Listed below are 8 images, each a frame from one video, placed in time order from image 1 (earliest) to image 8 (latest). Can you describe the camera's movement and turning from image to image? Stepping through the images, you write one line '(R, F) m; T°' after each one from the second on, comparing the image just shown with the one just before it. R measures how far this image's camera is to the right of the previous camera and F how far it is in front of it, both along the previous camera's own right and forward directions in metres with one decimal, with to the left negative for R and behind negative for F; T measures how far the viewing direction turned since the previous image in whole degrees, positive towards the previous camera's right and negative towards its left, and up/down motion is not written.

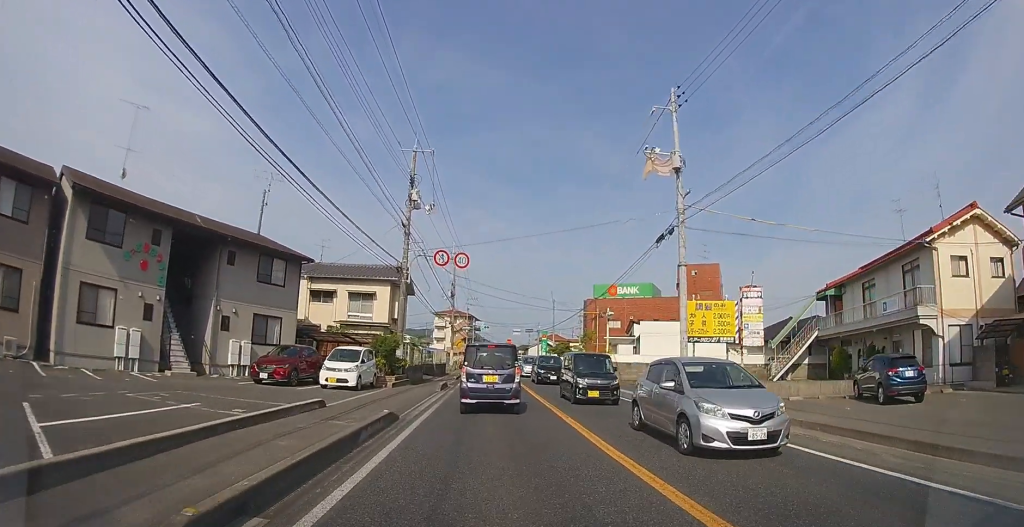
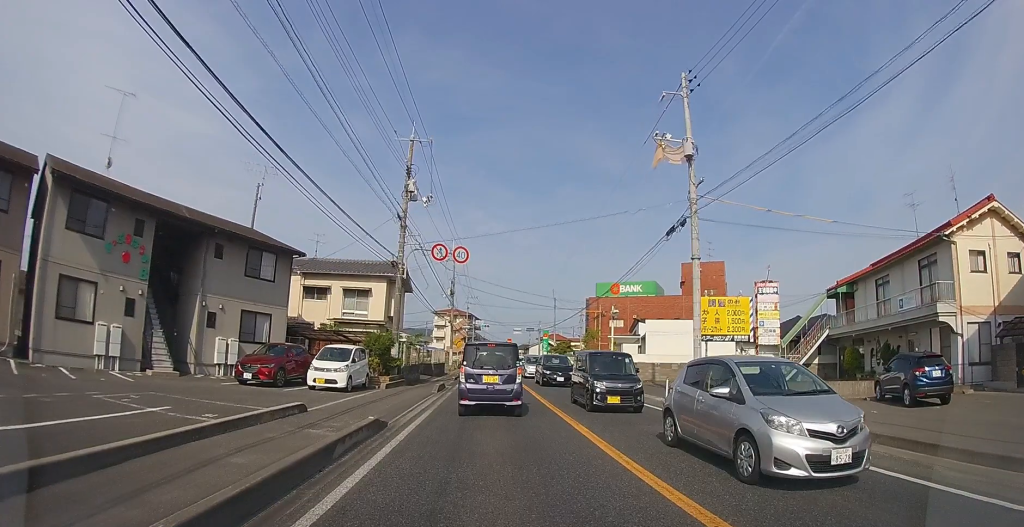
(0.0, +1.5) m; 0°
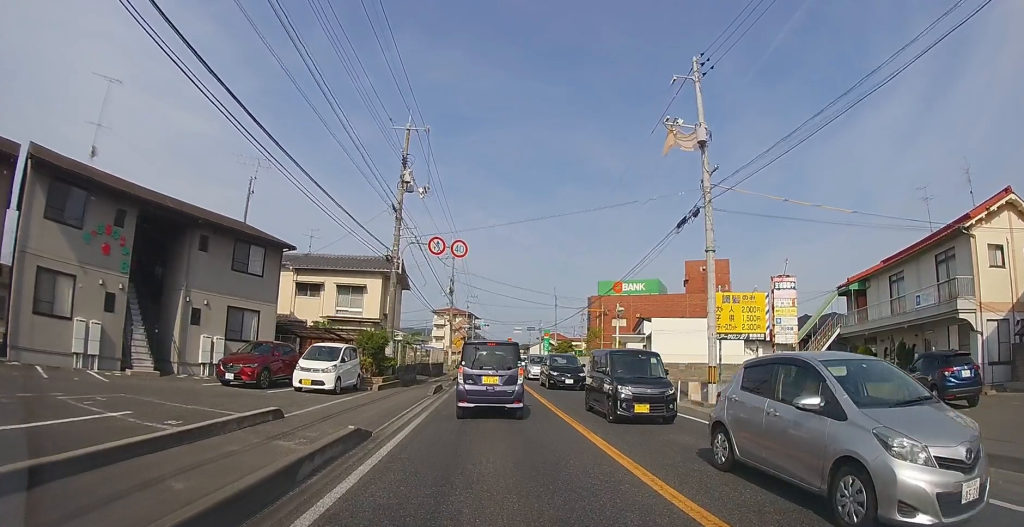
(0.0, +1.7) m; 0°
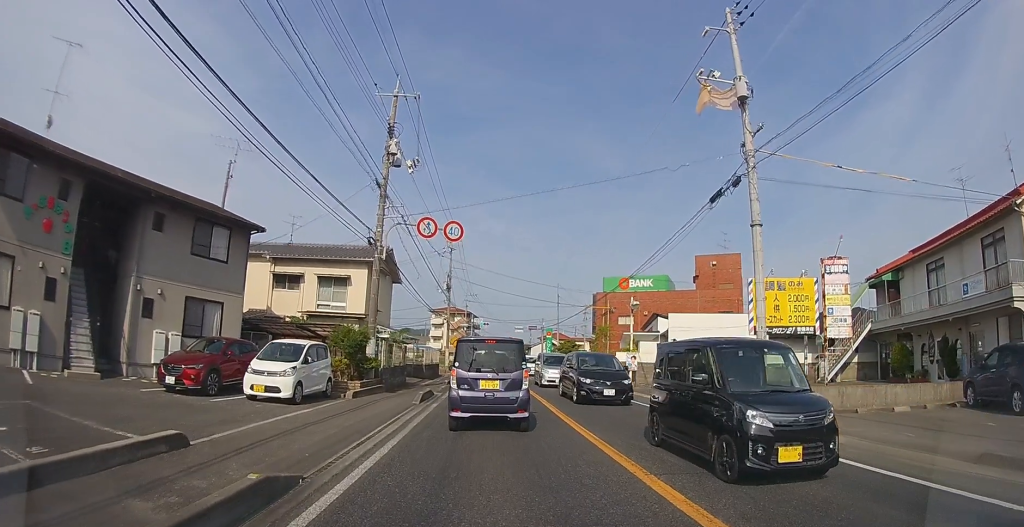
(0.0, +3.9) m; 0°
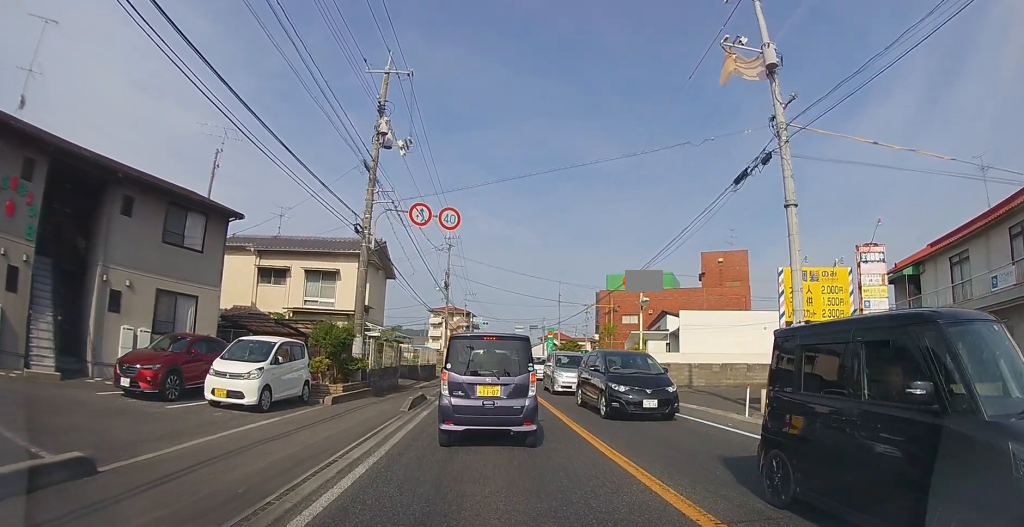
(0.0, +2.2) m; 0°
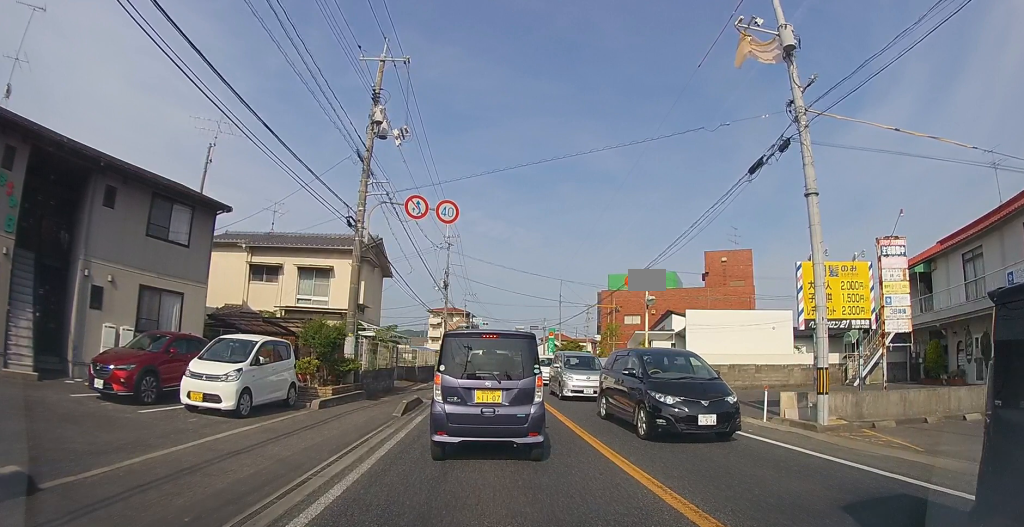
(0.0, +1.2) m; 0°
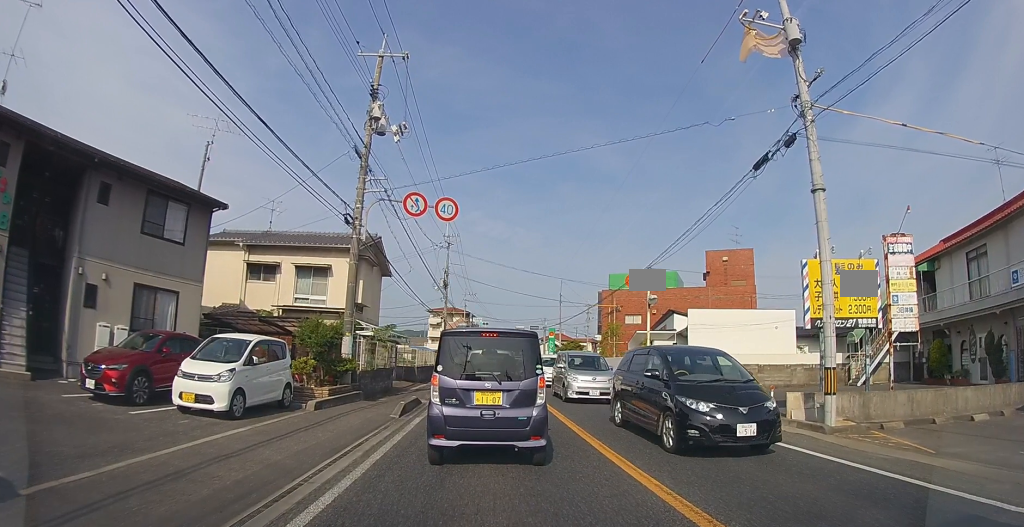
(0.0, +0.4) m; 0°
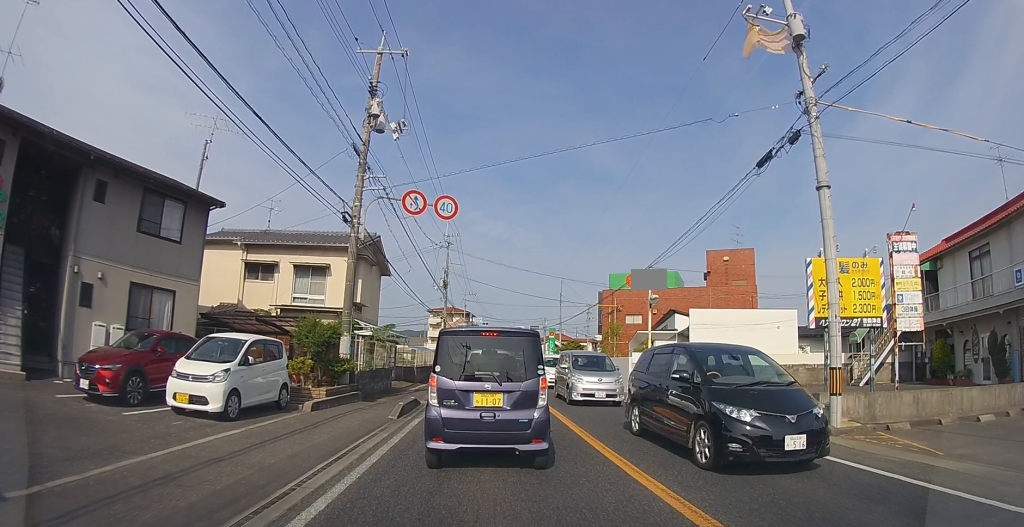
(0.0, +0.1) m; 0°
